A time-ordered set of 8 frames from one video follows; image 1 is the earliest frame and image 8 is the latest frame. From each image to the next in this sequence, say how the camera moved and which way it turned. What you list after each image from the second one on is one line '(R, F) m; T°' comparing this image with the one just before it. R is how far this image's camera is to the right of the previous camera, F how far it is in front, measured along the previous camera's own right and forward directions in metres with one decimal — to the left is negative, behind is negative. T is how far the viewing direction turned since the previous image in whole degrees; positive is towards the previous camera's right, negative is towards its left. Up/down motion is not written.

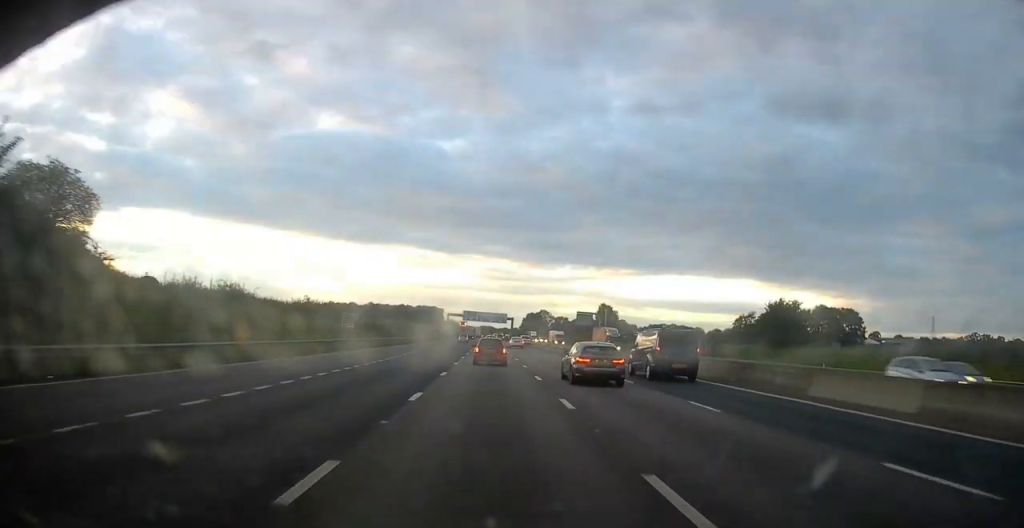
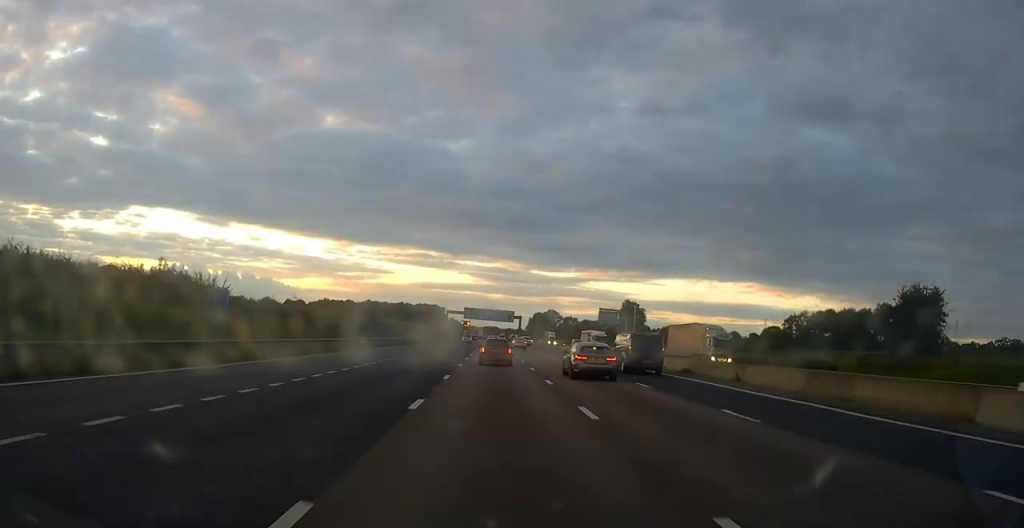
(-0.2, +29.2) m; -1°
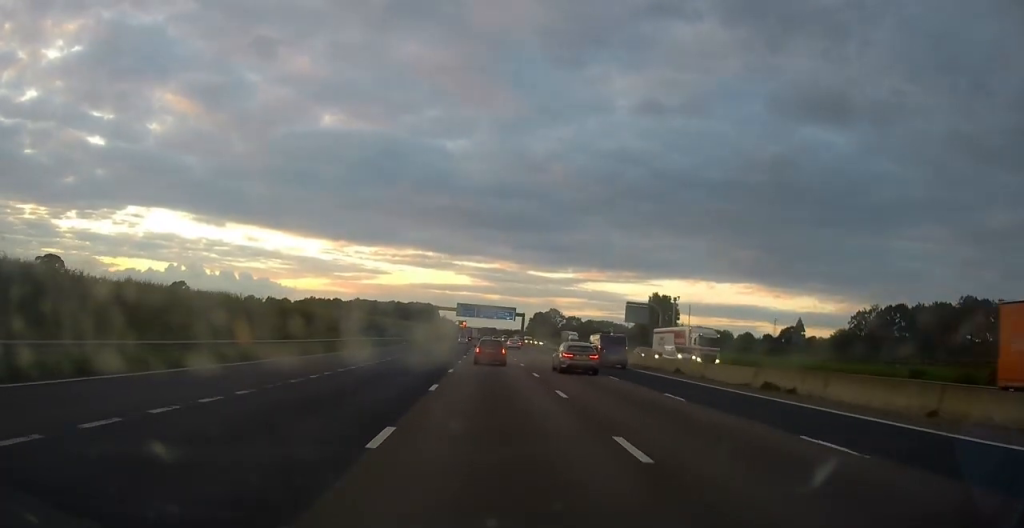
(0.0, +31.6) m; 0°
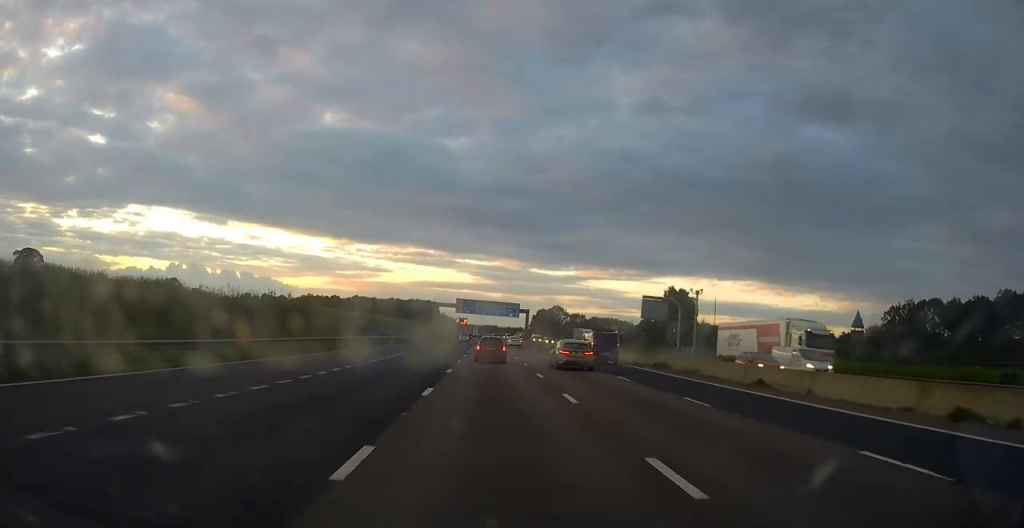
(0.0, +11.1) m; 0°
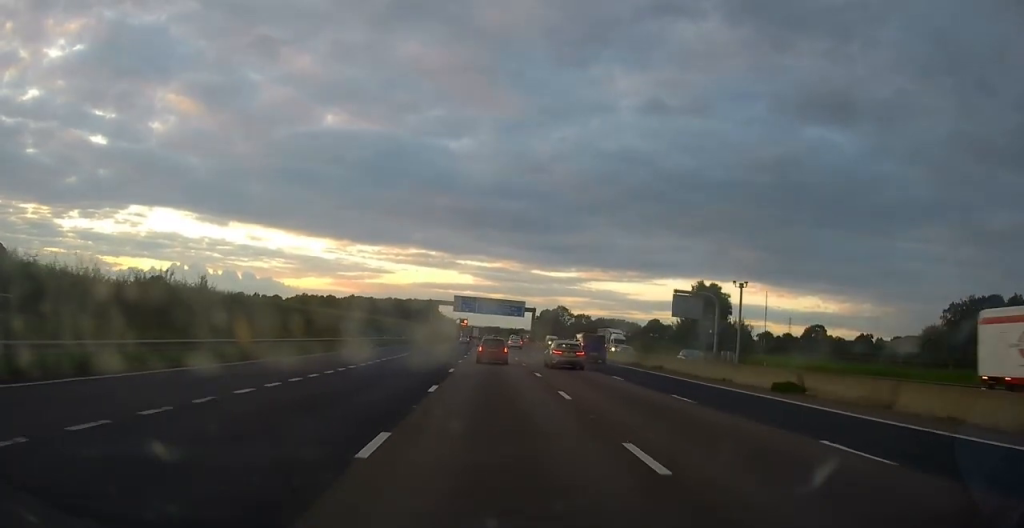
(-0.1, +17.1) m; 0°
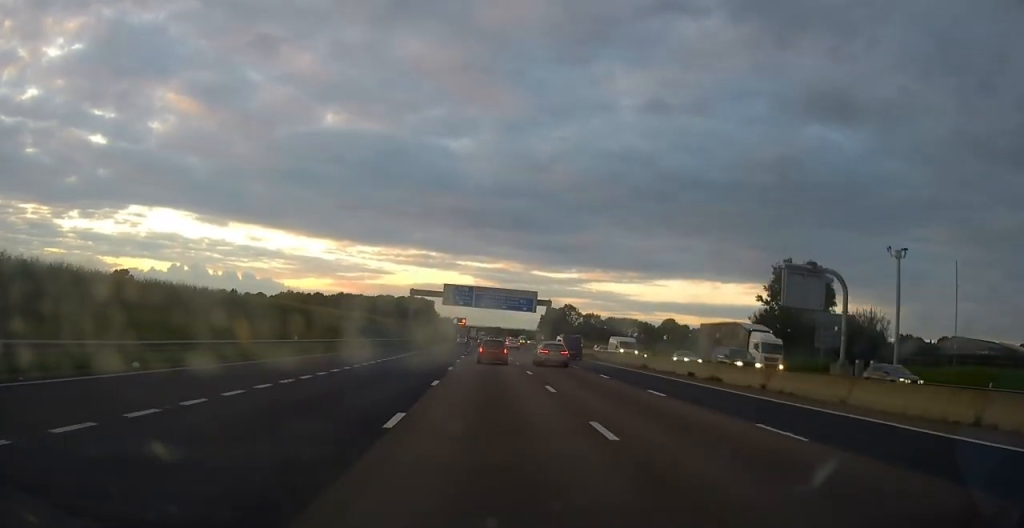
(+0.3, +34.3) m; +1°
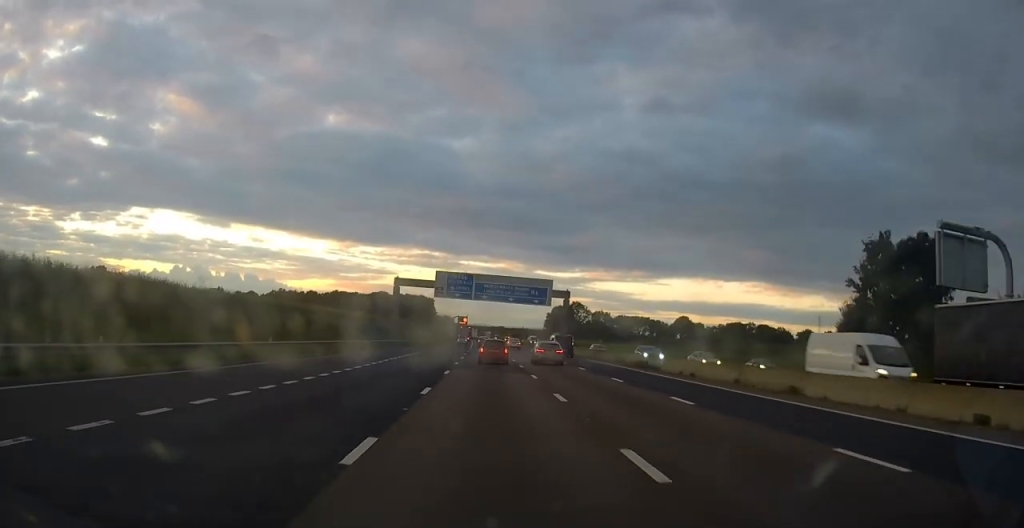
(+0.1, +21.4) m; 0°
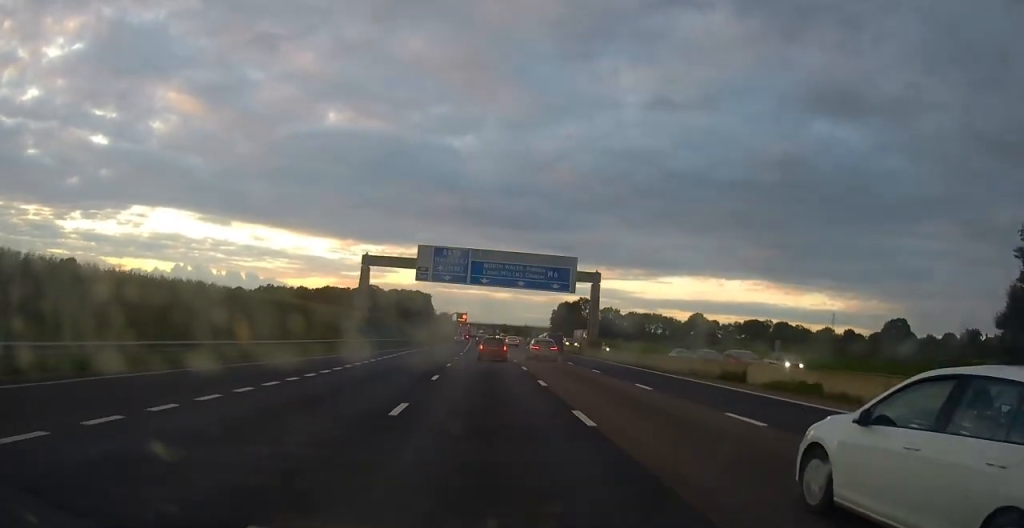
(-0.2, +22.9) m; 0°
